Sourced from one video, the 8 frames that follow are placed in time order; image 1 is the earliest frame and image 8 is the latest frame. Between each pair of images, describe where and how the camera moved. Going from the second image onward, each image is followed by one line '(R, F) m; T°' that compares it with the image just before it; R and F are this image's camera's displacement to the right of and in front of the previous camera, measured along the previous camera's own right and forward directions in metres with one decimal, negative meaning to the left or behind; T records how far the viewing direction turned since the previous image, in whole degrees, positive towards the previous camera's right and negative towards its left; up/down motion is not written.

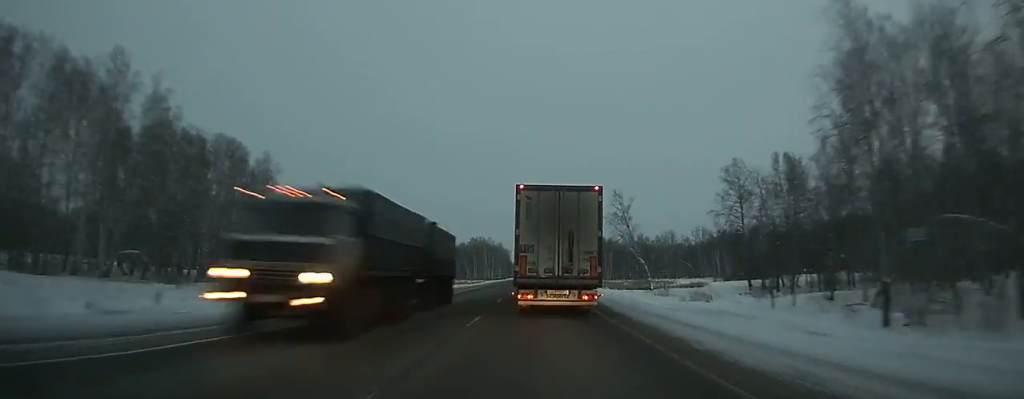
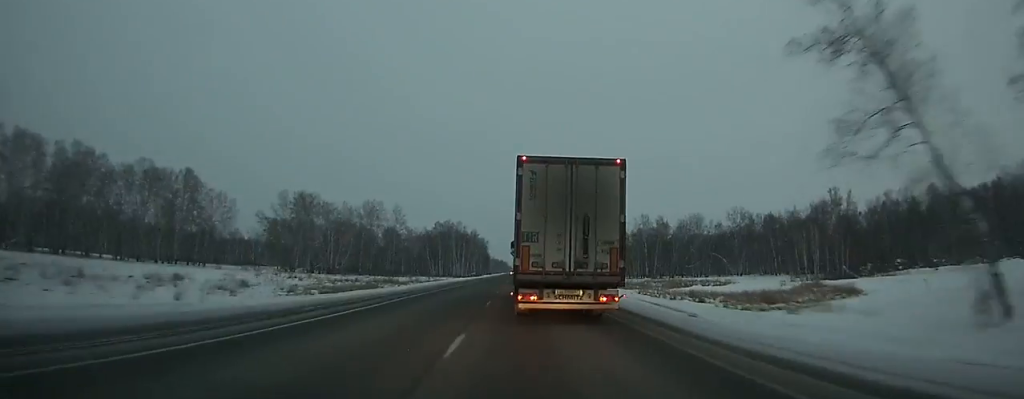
(+0.3, +74.9) m; 0°
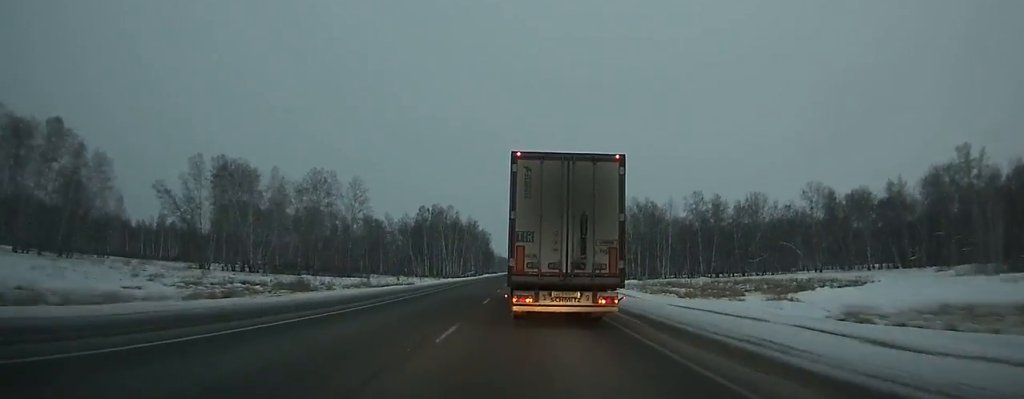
(+0.1, +57.5) m; 0°
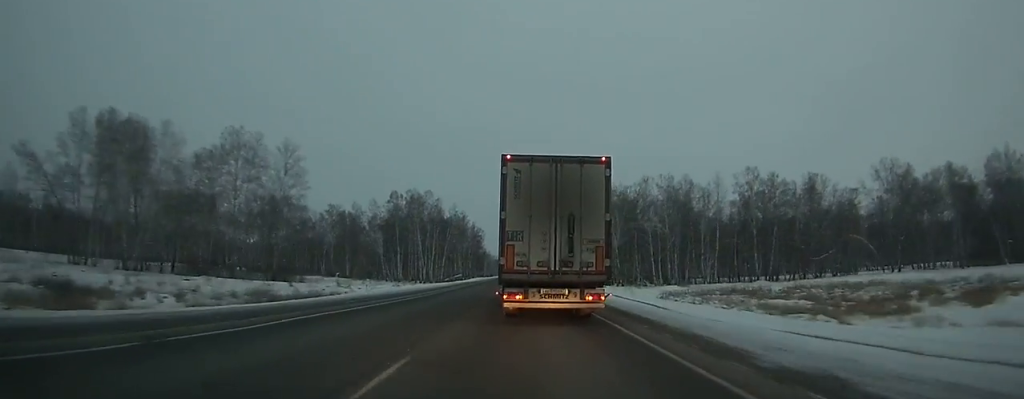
(-0.1, +41.1) m; 0°
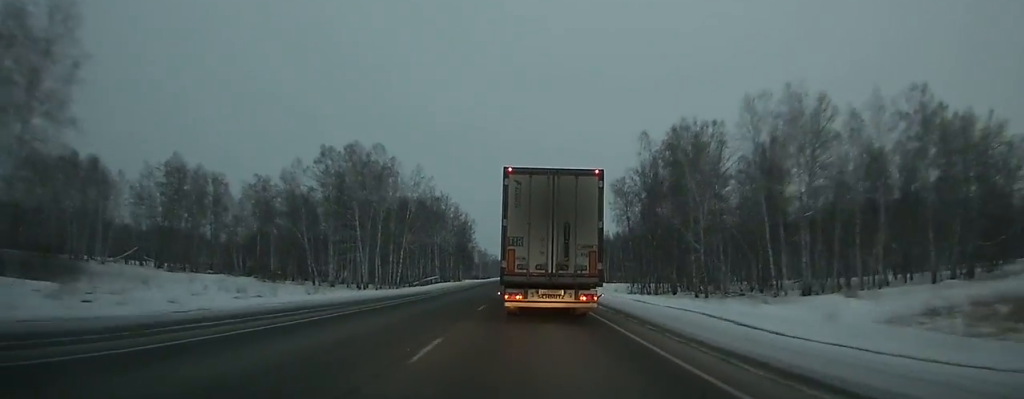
(0.0, +56.5) m; 0°
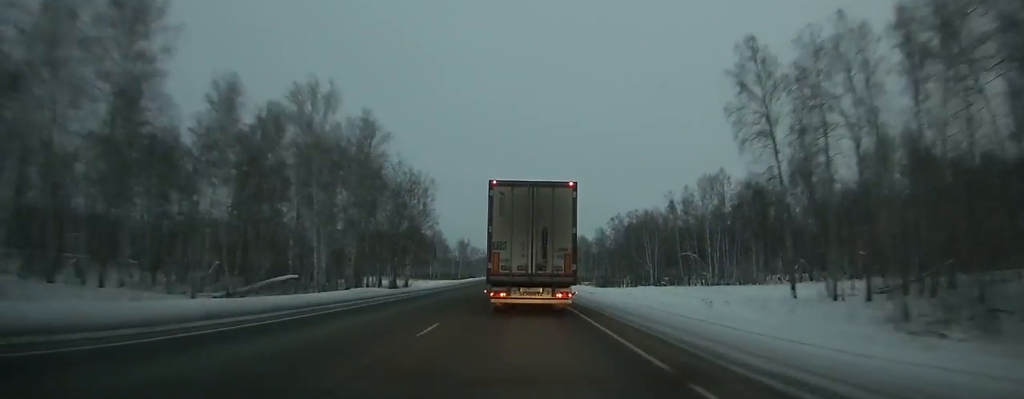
(0.0, +81.1) m; 0°
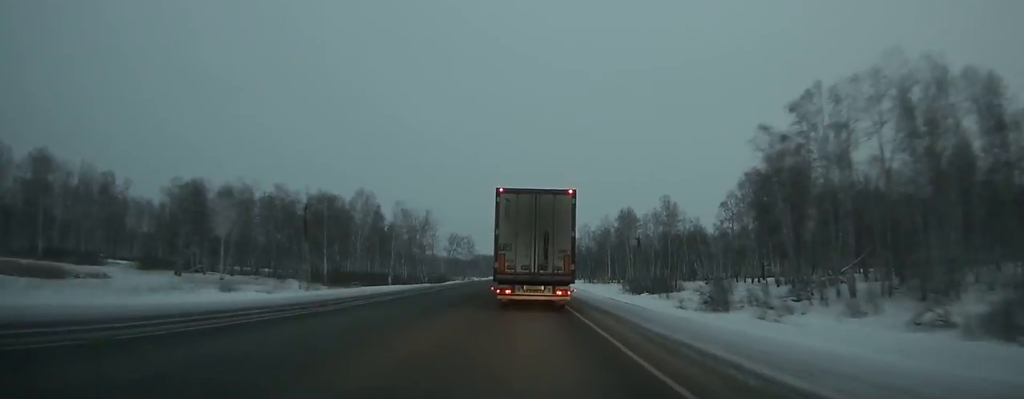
(-0.3, +132.2) m; 0°
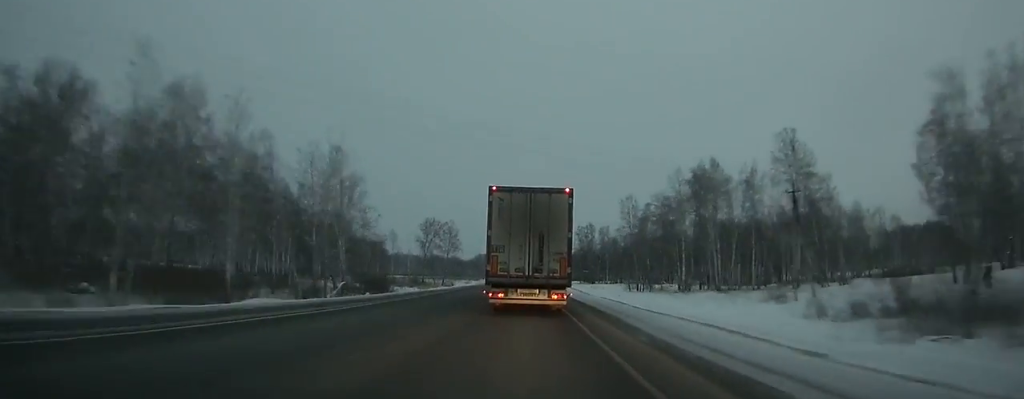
(-0.2, +79.7) m; 0°
